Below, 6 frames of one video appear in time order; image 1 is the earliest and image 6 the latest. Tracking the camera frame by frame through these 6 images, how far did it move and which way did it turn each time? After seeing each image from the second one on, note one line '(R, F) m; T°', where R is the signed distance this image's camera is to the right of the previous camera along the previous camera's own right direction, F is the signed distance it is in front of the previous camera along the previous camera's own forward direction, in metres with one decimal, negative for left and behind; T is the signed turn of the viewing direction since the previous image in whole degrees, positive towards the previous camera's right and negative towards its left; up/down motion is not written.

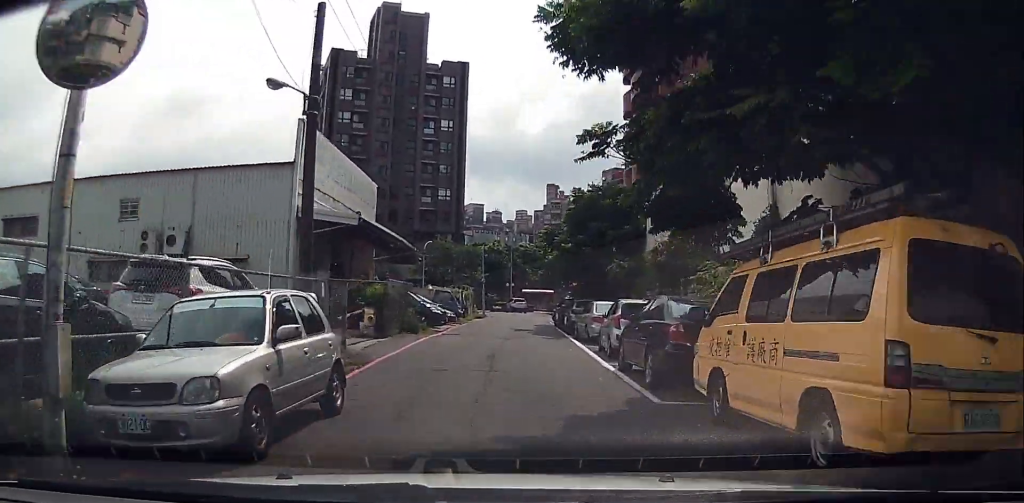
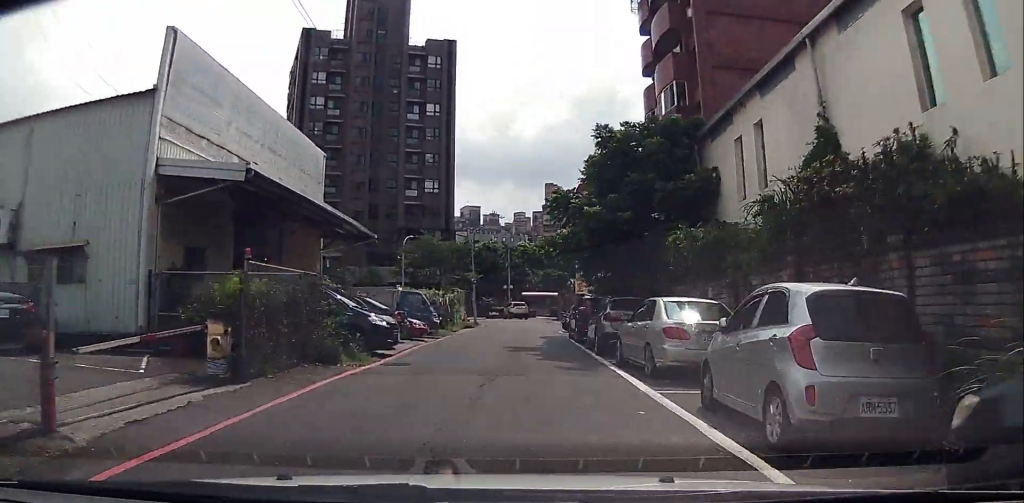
(-0.5, +11.3) m; -1°
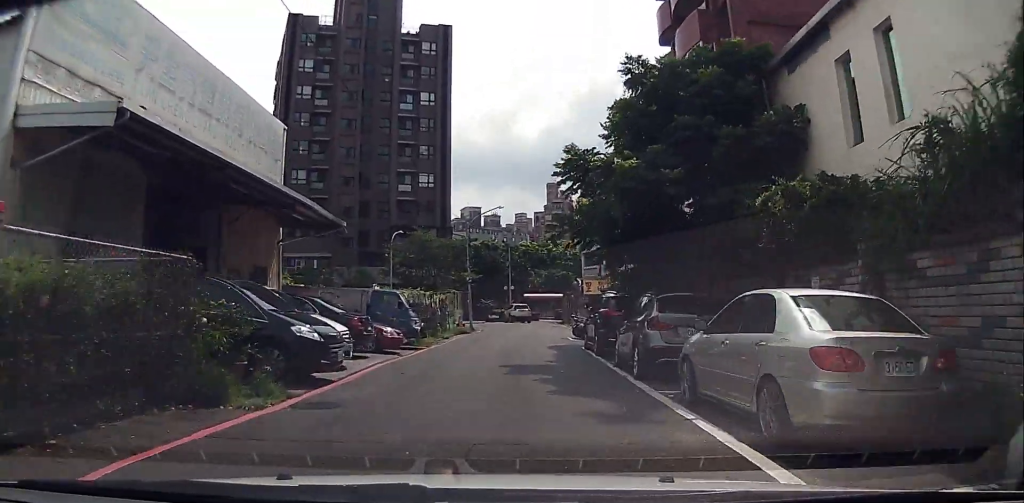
(+0.3, +5.9) m; -1°
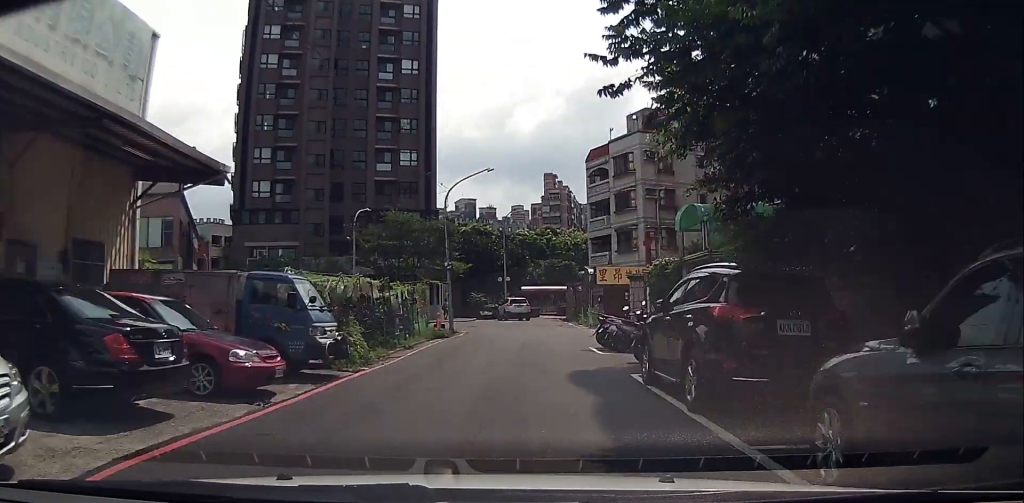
(-0.3, +10.4) m; 0°
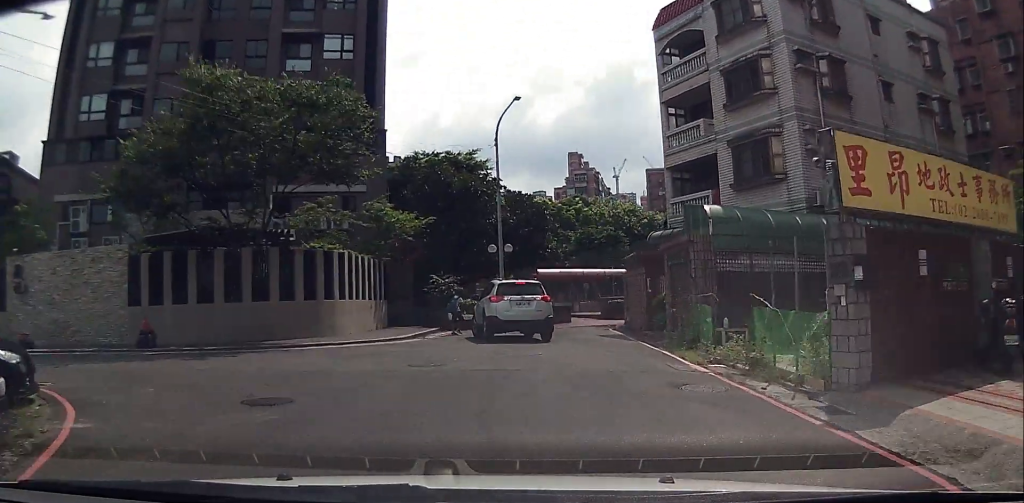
(+0.1, +31.1) m; -3°
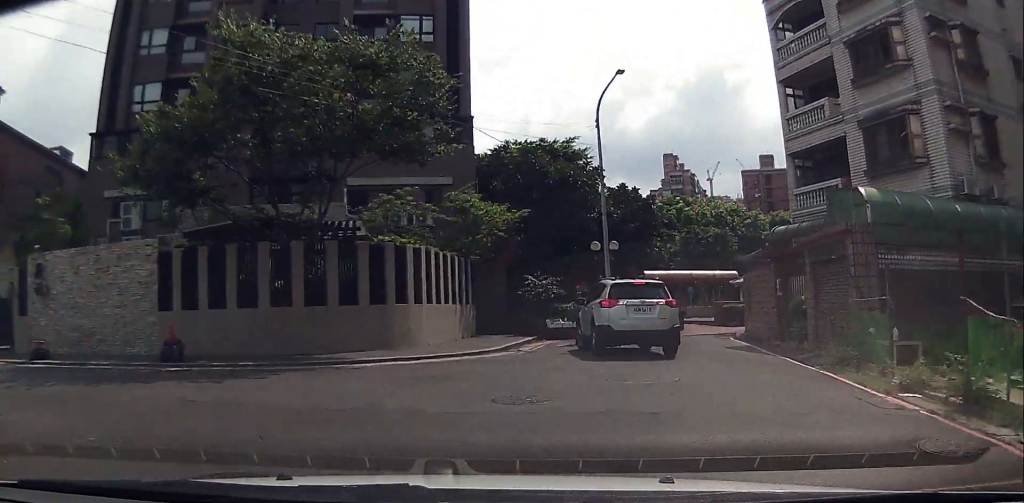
(-0.1, +4.1) m; -4°
